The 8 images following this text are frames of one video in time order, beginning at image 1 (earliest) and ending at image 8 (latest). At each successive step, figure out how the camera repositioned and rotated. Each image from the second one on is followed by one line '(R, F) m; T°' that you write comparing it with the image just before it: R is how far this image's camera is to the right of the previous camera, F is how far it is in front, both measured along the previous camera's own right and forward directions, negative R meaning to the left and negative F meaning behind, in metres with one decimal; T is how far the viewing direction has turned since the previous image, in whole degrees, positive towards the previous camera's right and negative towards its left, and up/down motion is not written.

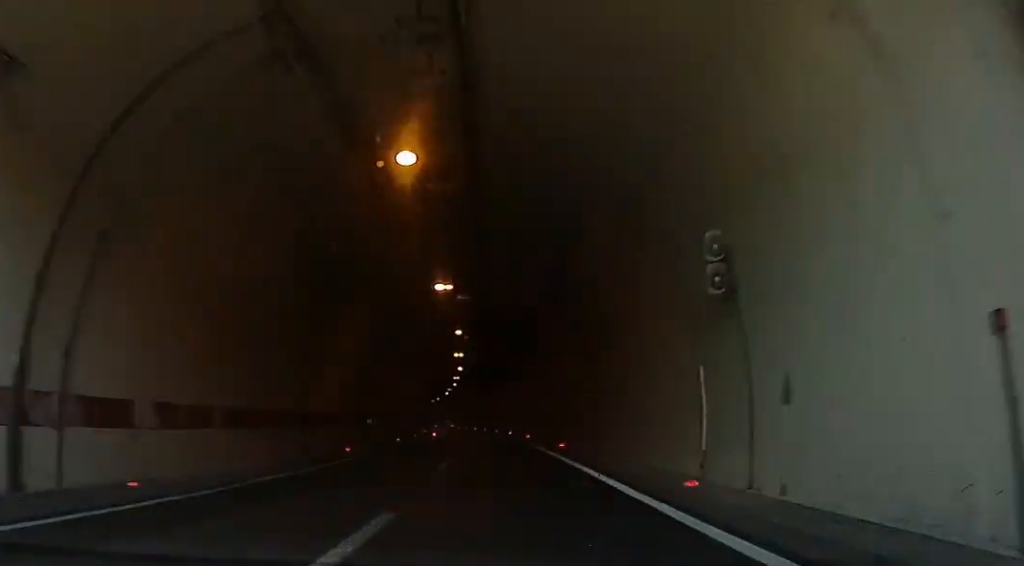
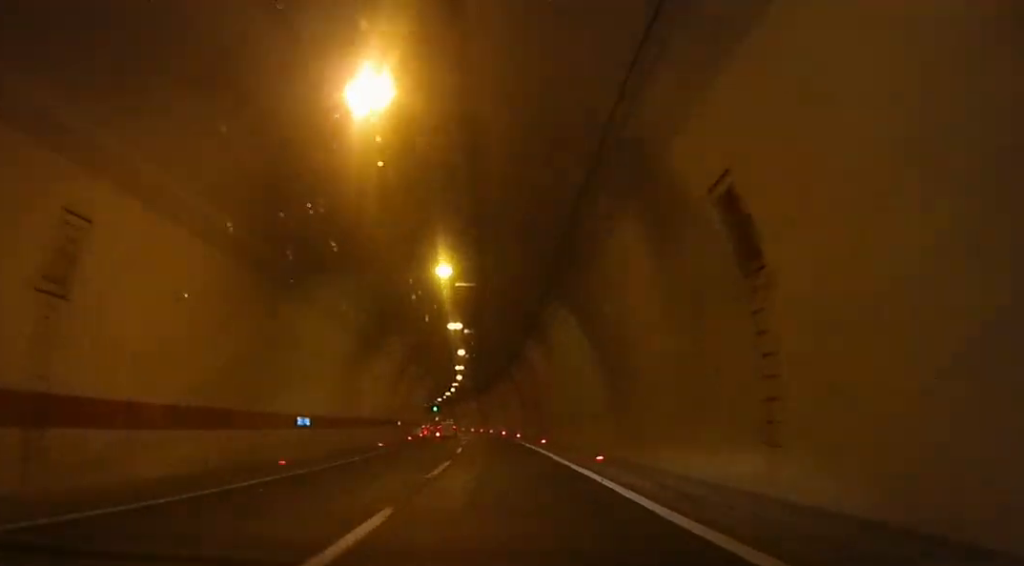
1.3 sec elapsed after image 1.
(-0.9, +37.8) m; -1°
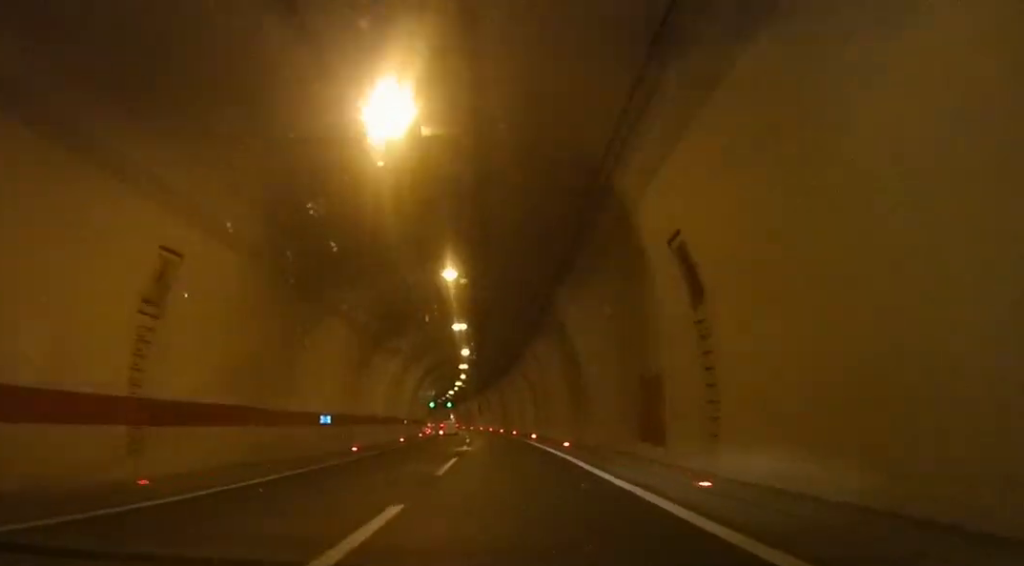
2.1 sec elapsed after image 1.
(0.0, +22.5) m; 0°
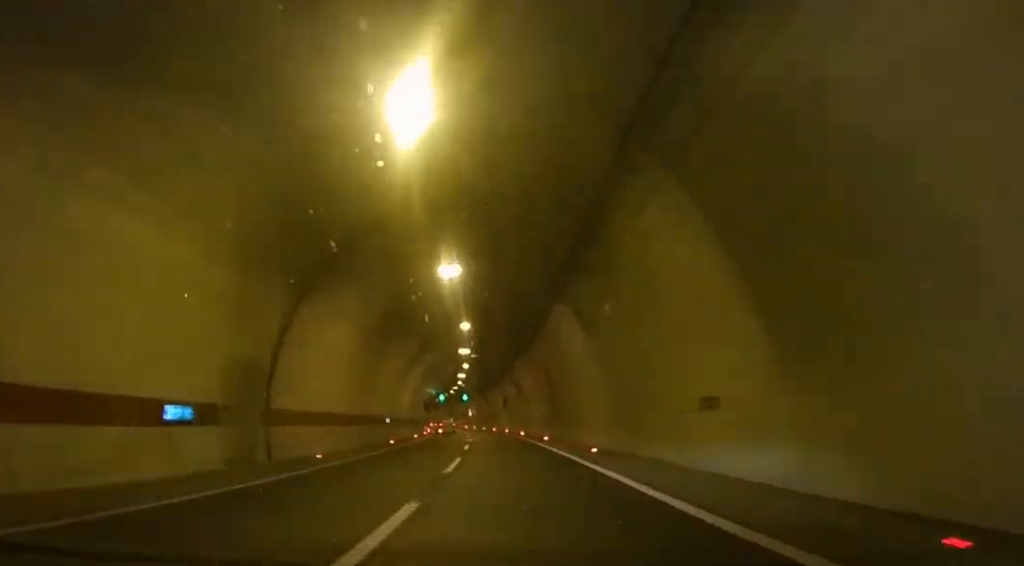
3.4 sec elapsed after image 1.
(0.0, +35.4) m; -3°
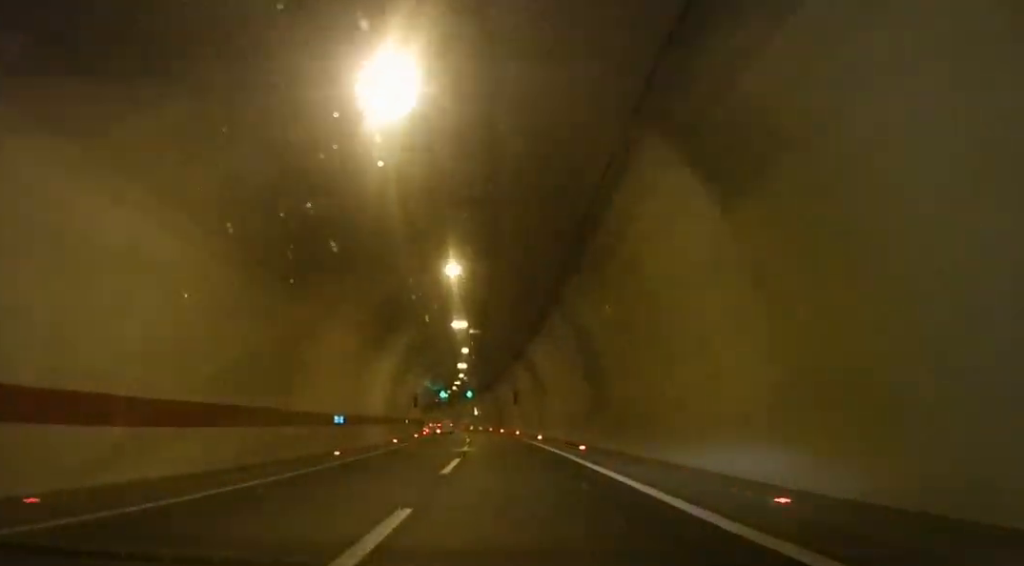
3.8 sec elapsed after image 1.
(-0.5, +12.3) m; -2°
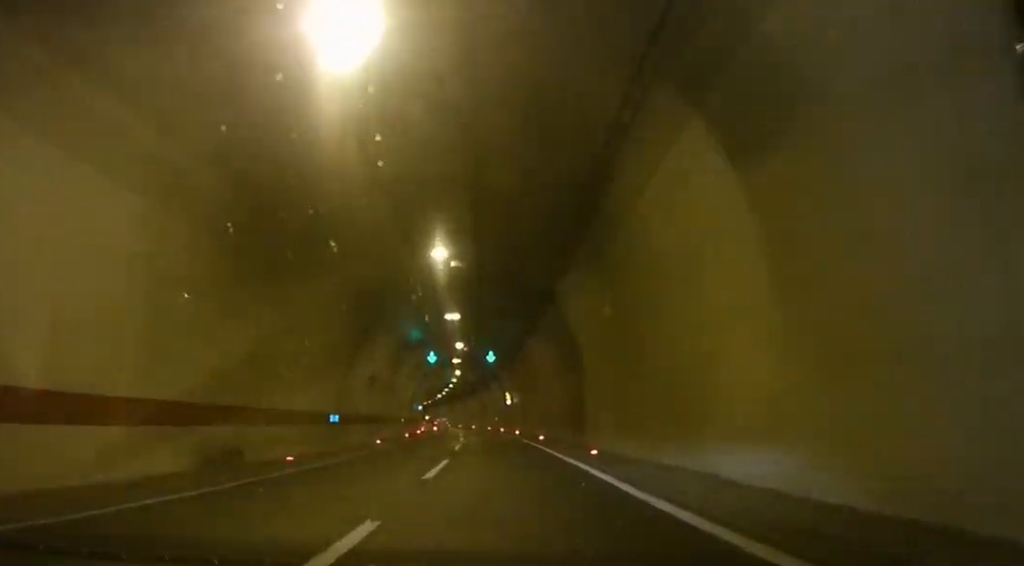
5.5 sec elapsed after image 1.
(-4.1, +48.4) m; -7°
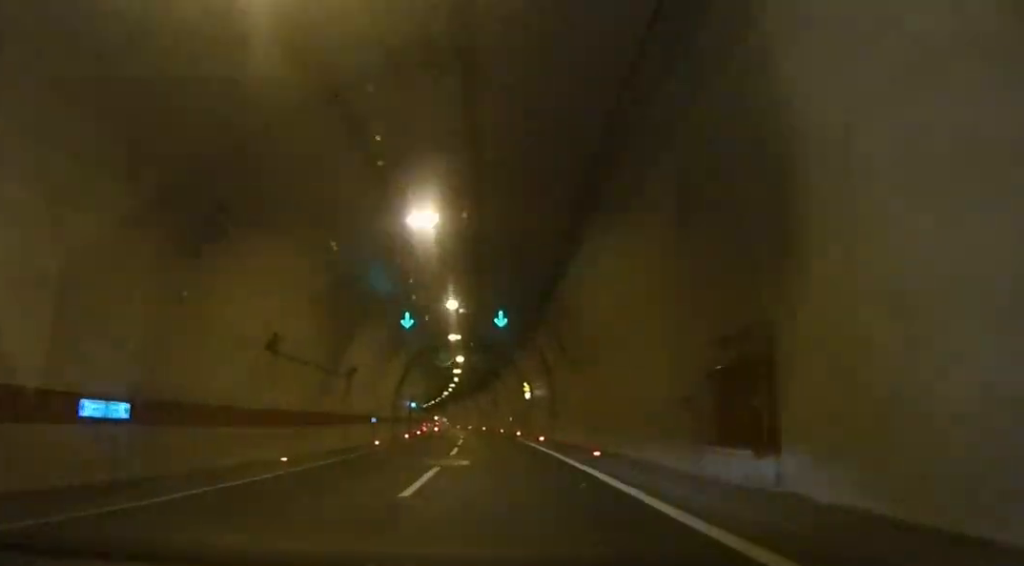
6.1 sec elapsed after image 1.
(0.0, +14.9) m; 0°
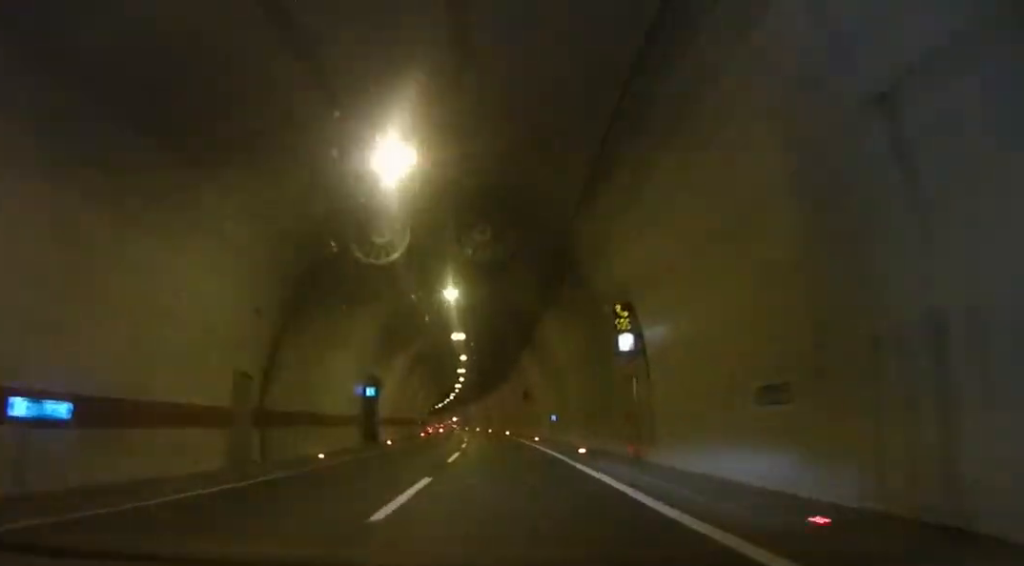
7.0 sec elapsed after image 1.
(-0.1, +25.3) m; +2°
